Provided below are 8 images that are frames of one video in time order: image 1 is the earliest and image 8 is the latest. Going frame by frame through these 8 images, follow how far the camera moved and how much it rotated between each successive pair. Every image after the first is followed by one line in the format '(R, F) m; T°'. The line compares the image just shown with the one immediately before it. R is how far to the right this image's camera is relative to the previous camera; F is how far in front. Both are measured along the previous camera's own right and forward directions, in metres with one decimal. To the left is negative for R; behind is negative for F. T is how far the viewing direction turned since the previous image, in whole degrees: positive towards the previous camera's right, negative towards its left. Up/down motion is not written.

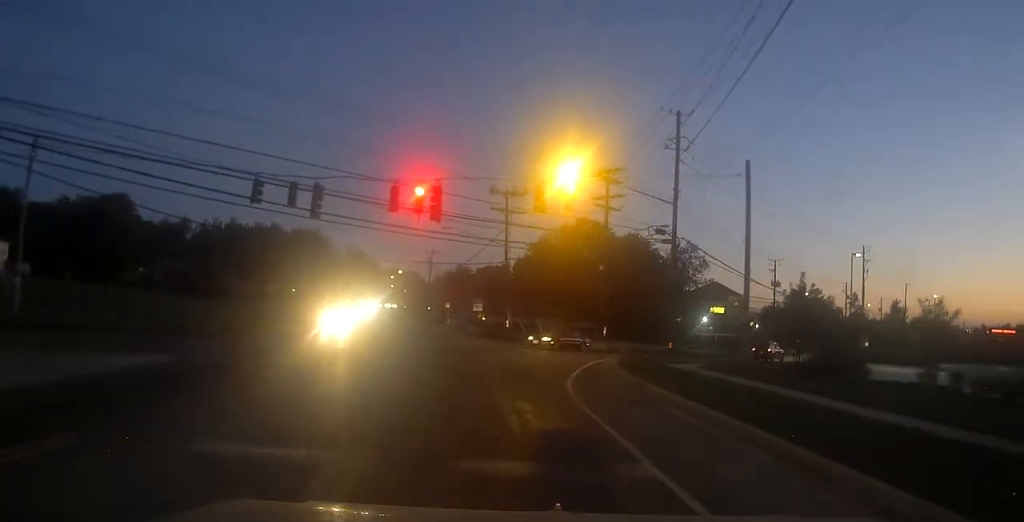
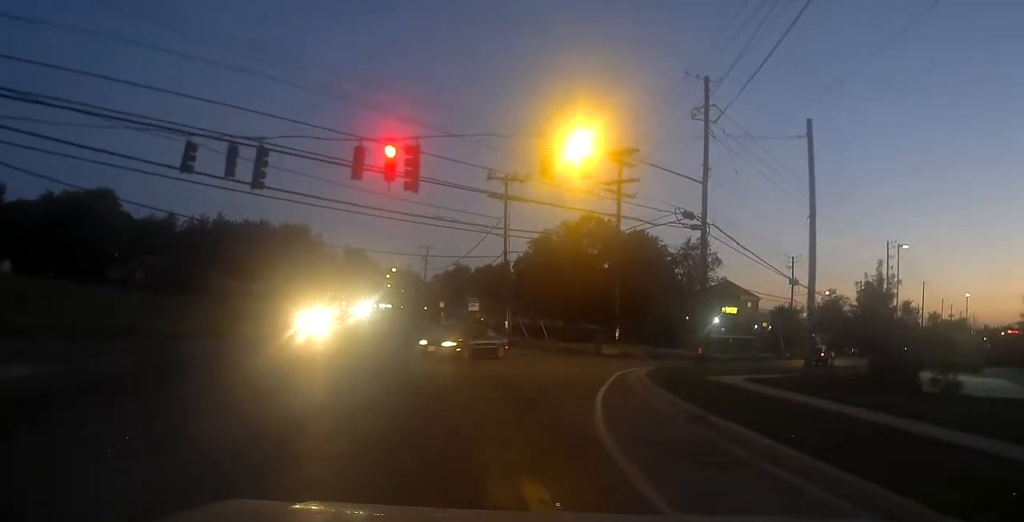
(-0.1, +6.9) m; -3°
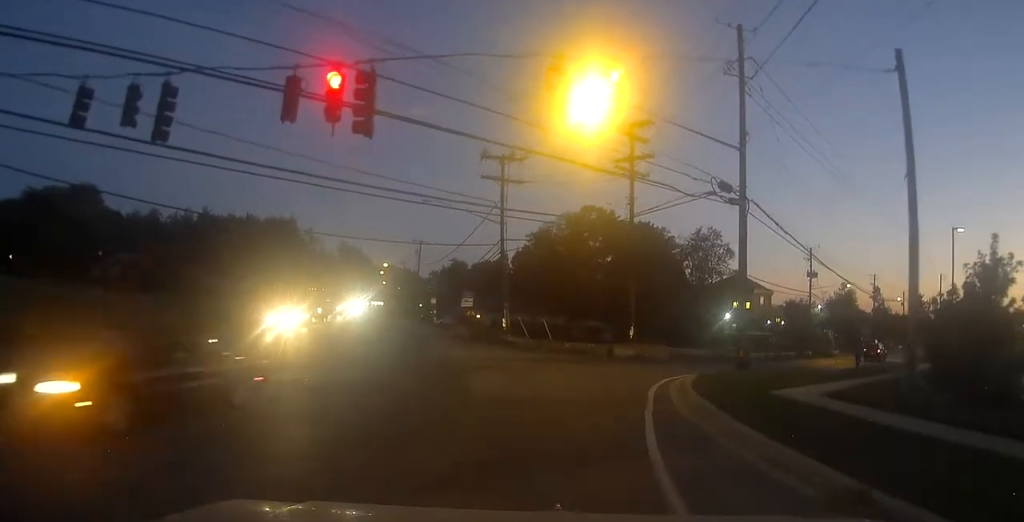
(-0.3, +7.3) m; -4°
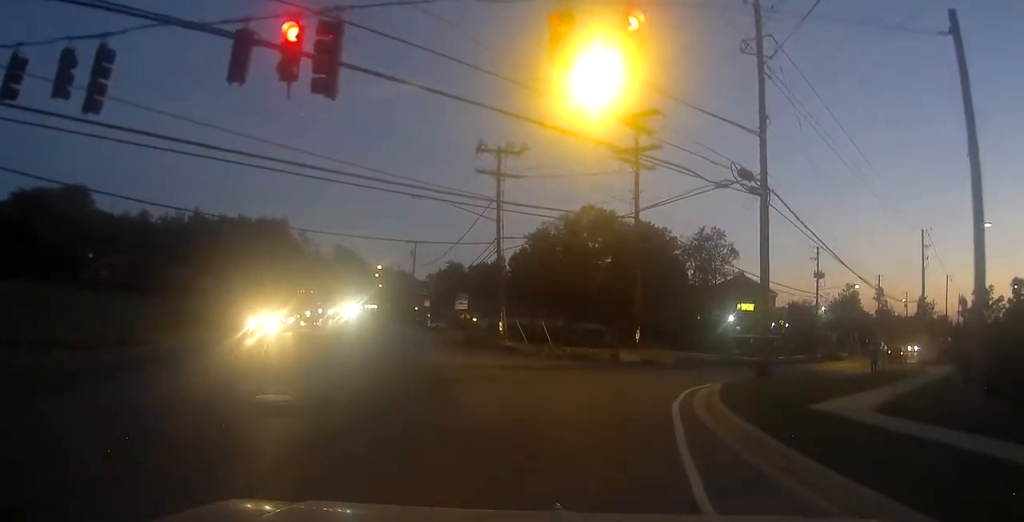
(0.0, +3.4) m; +2°
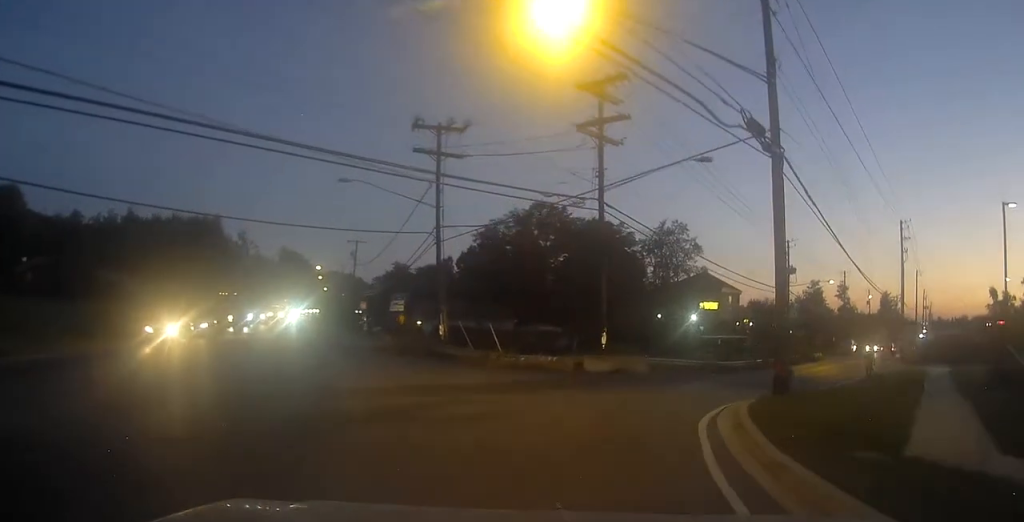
(+0.4, +5.6) m; +8°
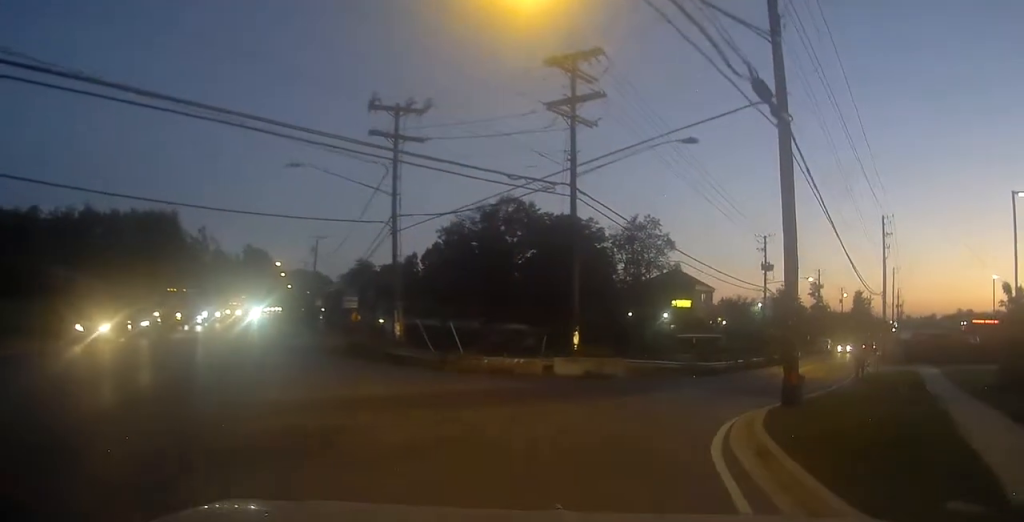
(+0.1, +2.5) m; +4°
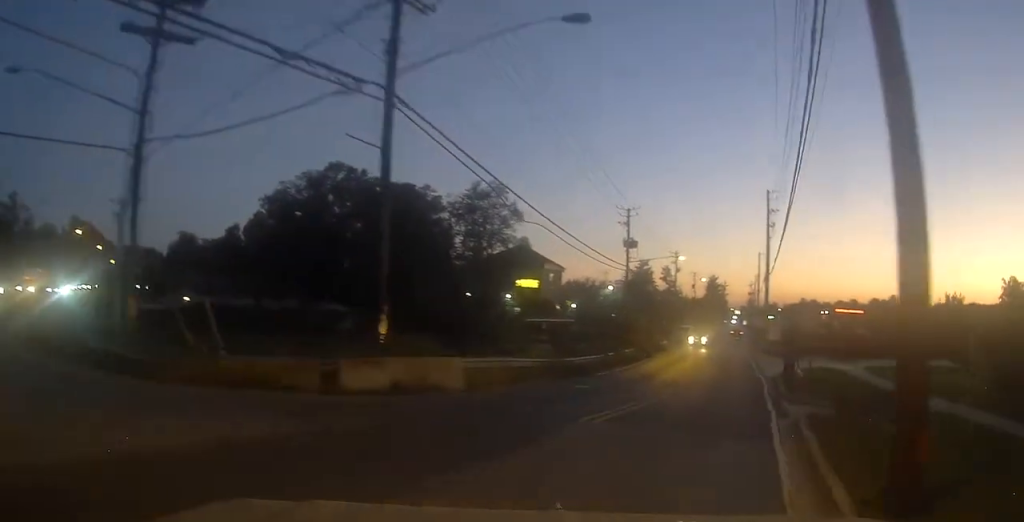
(+0.7, +8.7) m; +11°
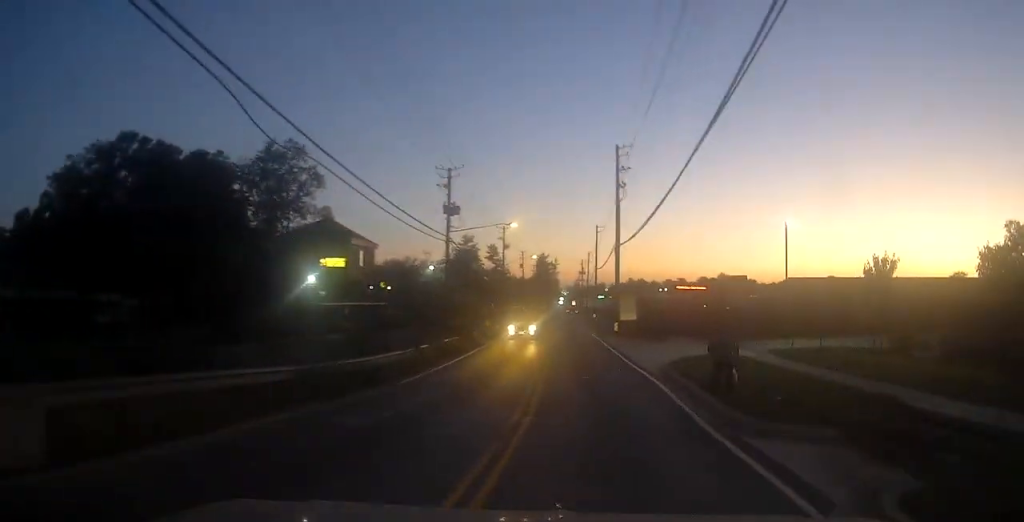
(+0.7, +8.7) m; +13°
